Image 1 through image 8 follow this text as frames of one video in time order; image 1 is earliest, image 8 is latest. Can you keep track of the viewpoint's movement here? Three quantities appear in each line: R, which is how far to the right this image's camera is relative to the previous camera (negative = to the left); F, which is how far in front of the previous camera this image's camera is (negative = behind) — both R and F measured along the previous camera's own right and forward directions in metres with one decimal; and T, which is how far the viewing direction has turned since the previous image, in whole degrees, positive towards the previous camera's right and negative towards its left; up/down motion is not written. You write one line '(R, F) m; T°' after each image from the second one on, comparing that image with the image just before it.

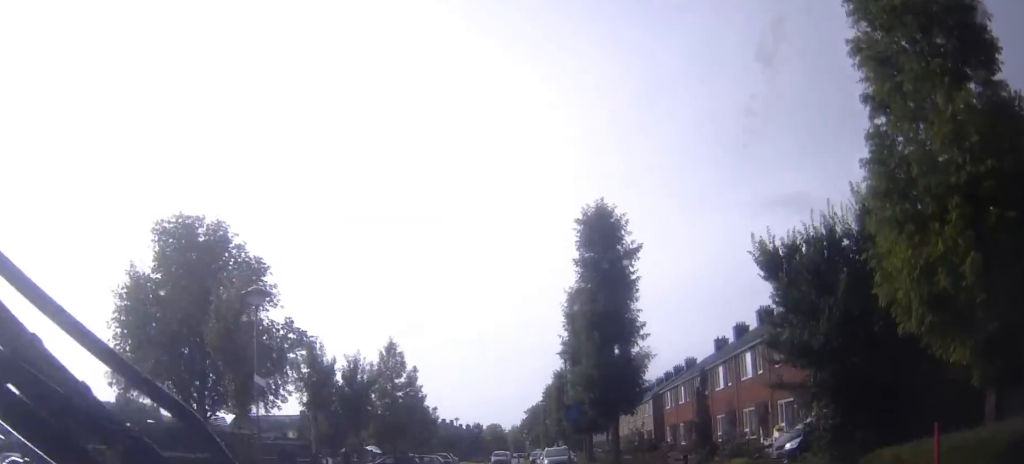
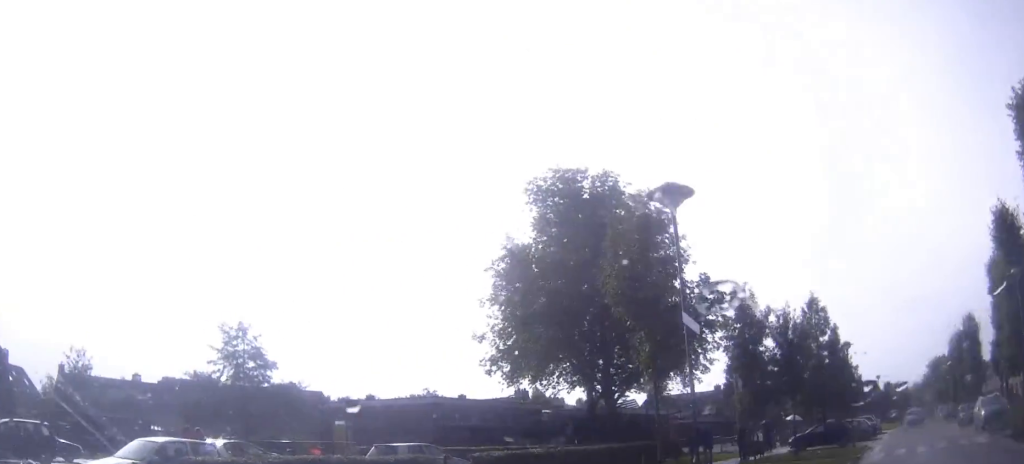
(-1.6, +6.1) m; -36°
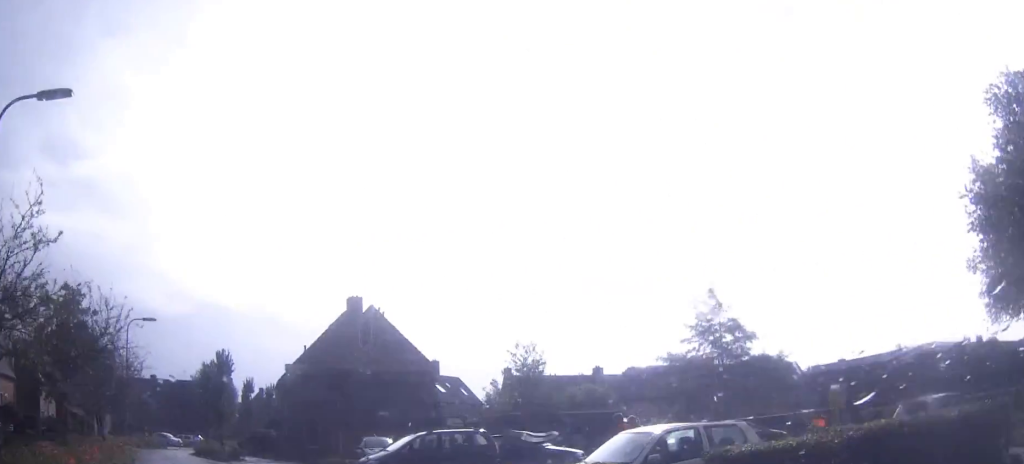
(-1.4, +4.8) m; -22°
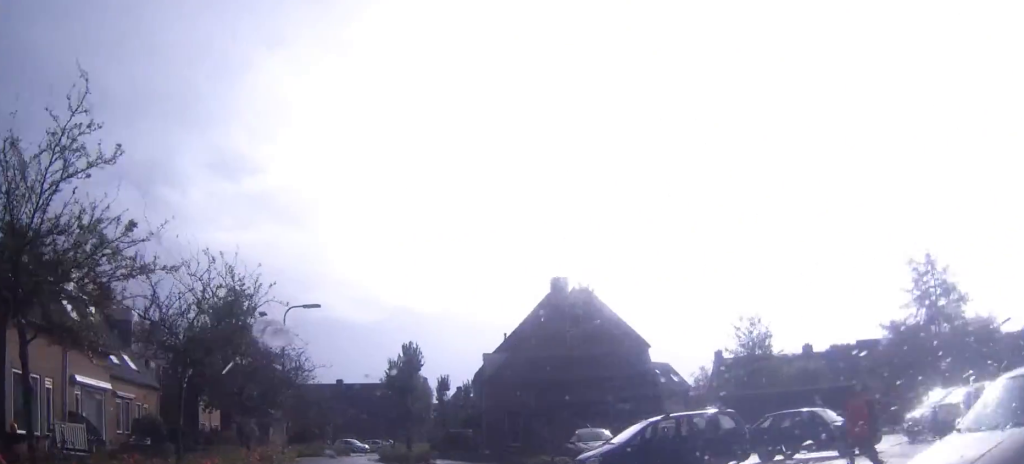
(-0.2, +4.4) m; -12°
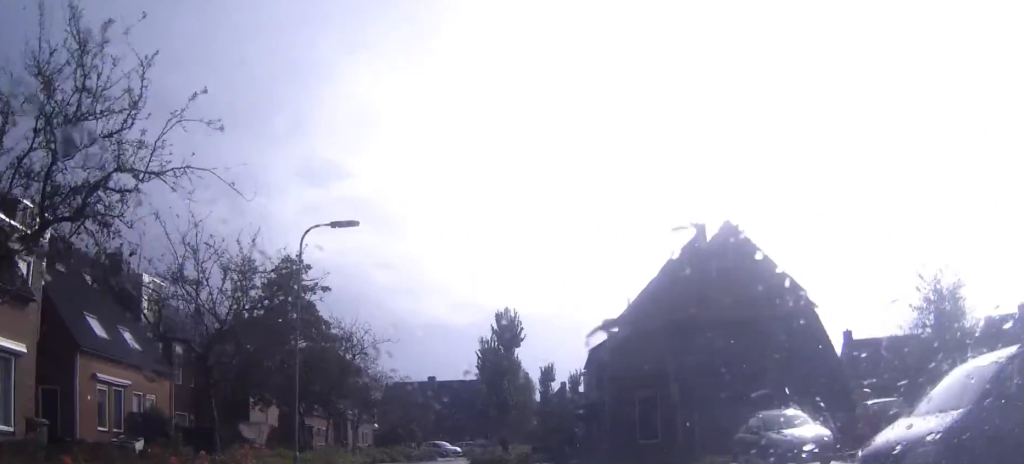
(-1.5, +9.5) m; -10°
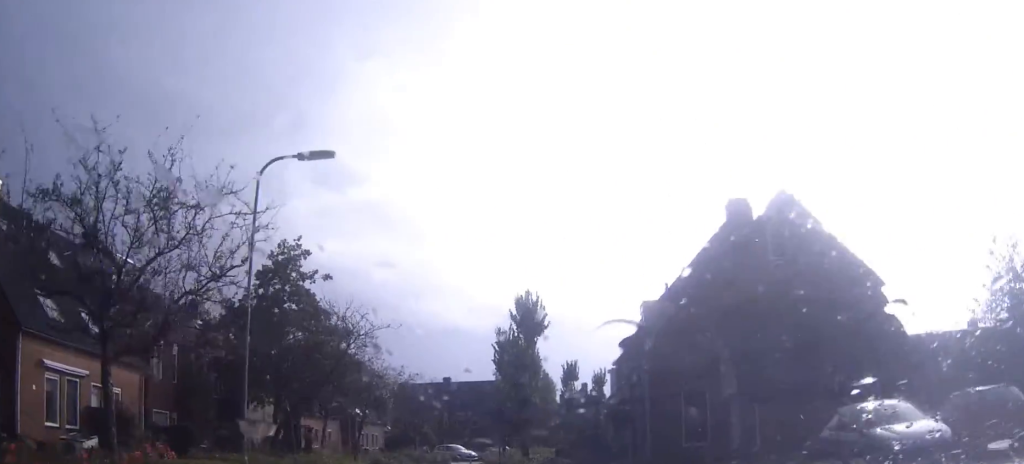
(0.0, +4.4) m; -2°
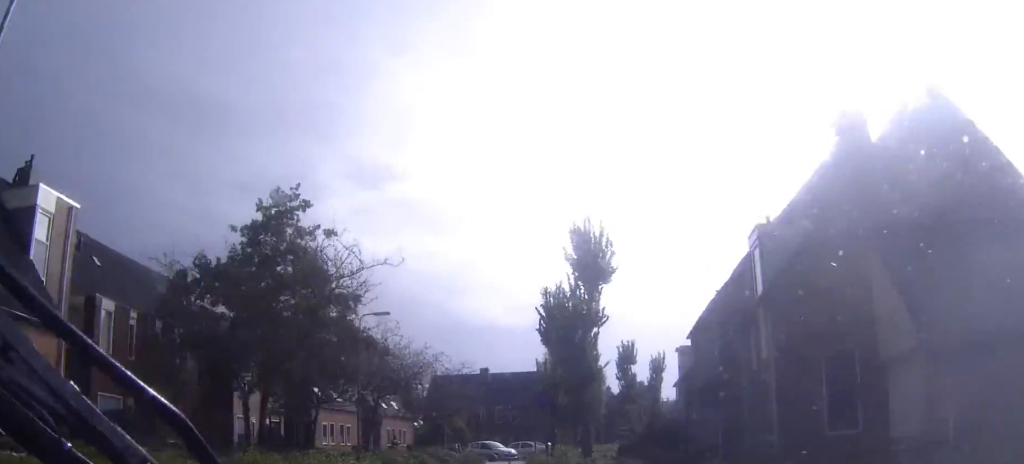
(-0.2, +8.1) m; -4°
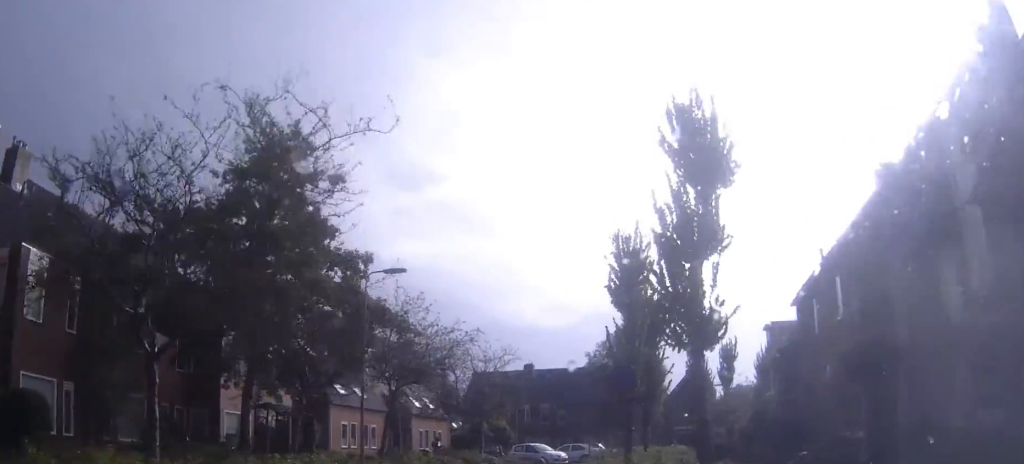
(-0.2, +7.2) m; -3°
